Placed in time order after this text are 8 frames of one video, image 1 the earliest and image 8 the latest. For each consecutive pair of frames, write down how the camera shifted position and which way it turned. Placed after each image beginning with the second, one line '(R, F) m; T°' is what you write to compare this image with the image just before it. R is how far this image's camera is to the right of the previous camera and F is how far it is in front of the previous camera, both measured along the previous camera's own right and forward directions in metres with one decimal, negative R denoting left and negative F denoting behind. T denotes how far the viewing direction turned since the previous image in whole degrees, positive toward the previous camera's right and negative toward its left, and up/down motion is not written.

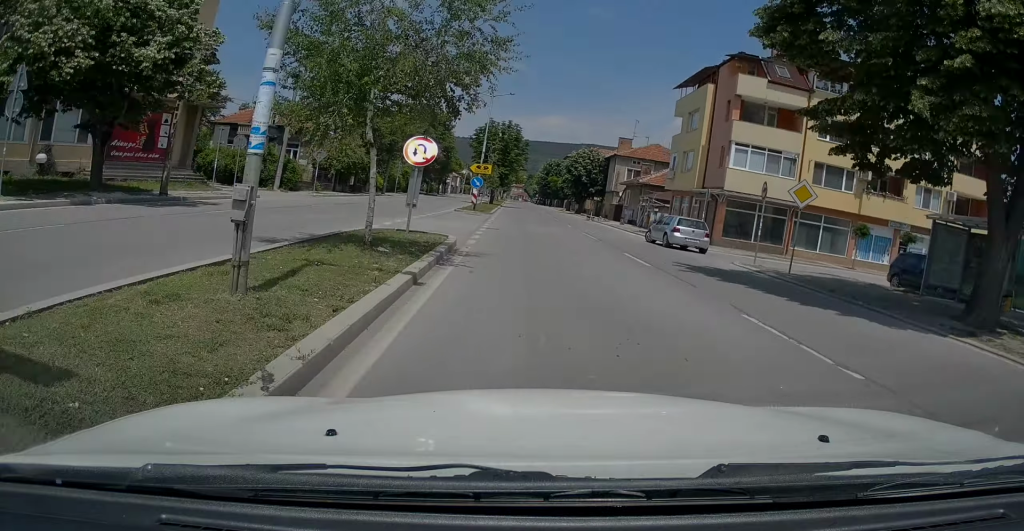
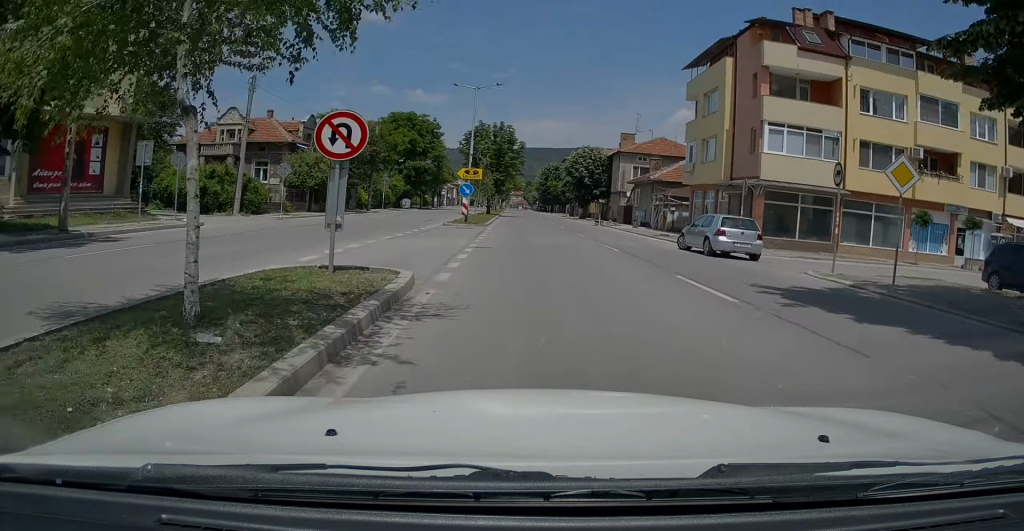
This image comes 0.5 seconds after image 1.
(0.0, +5.7) m; 0°
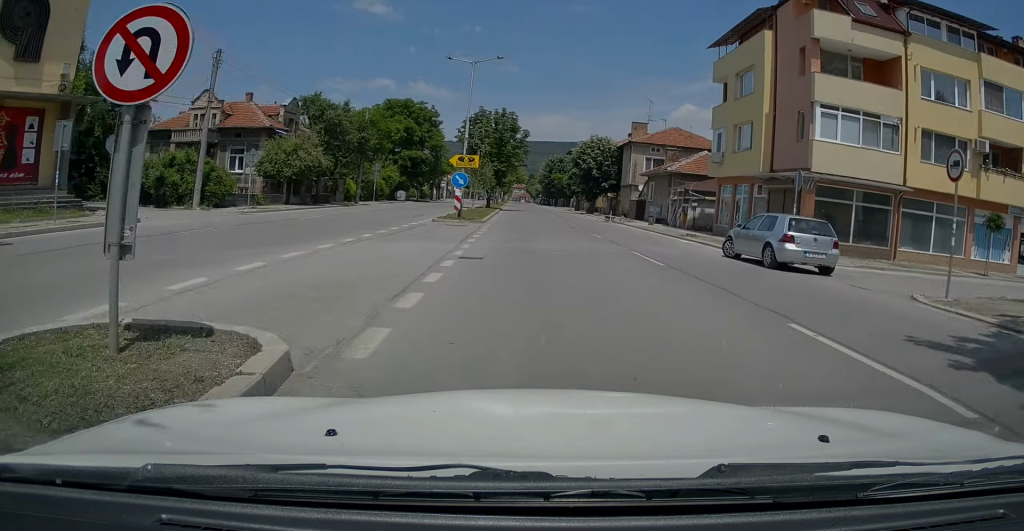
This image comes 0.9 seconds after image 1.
(0.0, +4.9) m; 0°
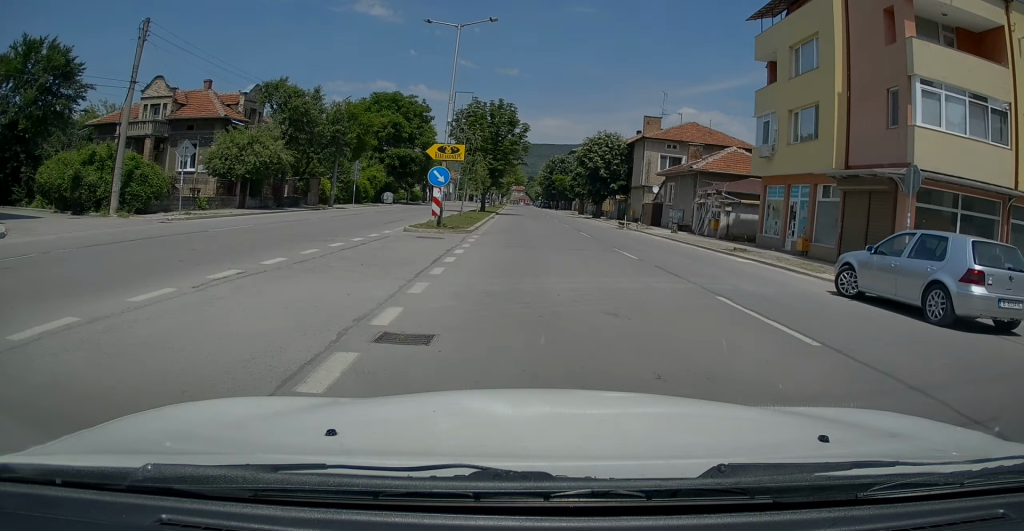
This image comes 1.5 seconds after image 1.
(+0.1, +6.8) m; 0°
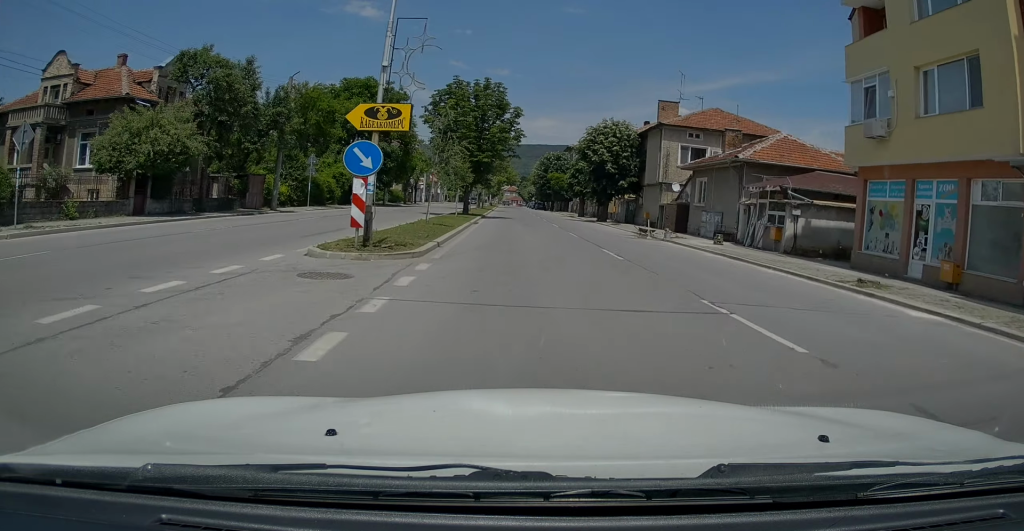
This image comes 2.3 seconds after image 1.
(0.0, +9.2) m; 0°
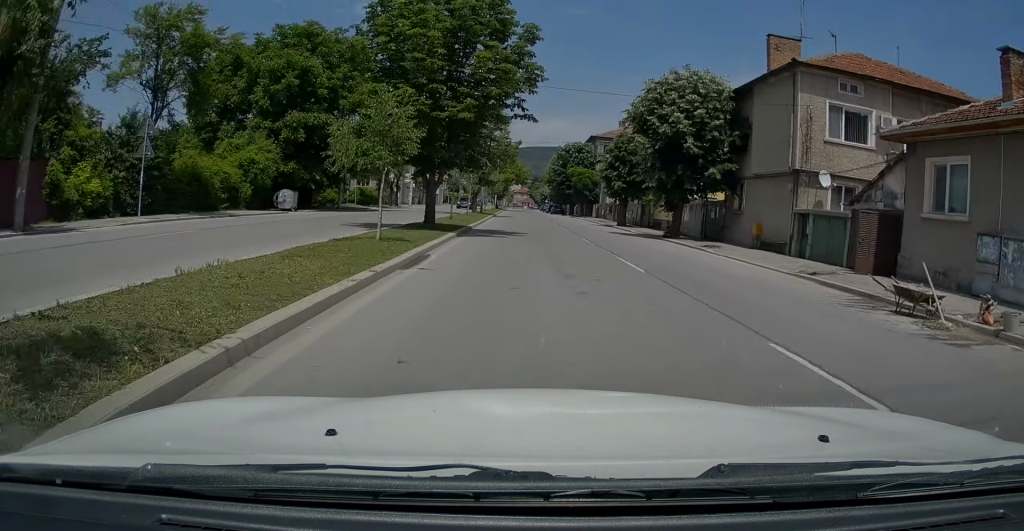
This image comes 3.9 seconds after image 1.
(+0.2, +19.5) m; 0°
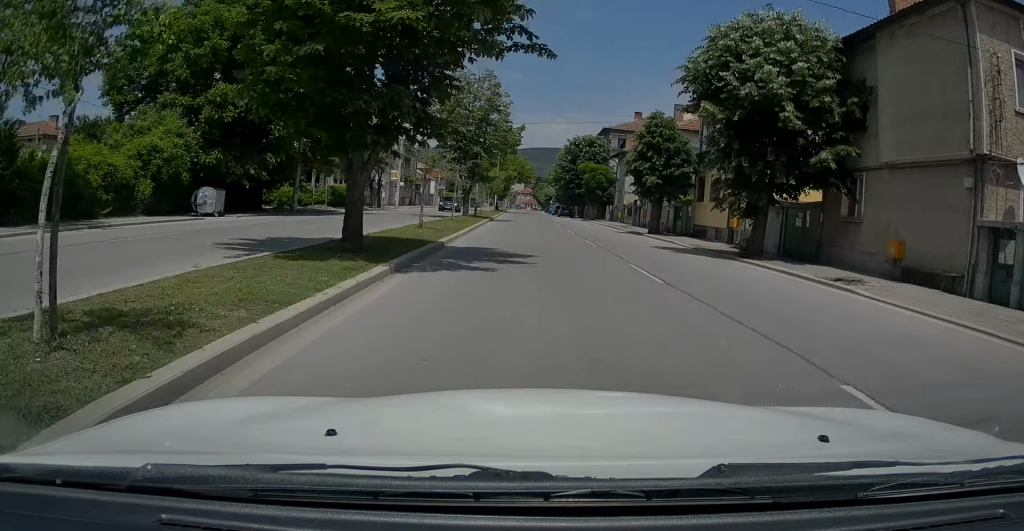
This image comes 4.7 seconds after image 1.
(-0.2, +10.0) m; -1°
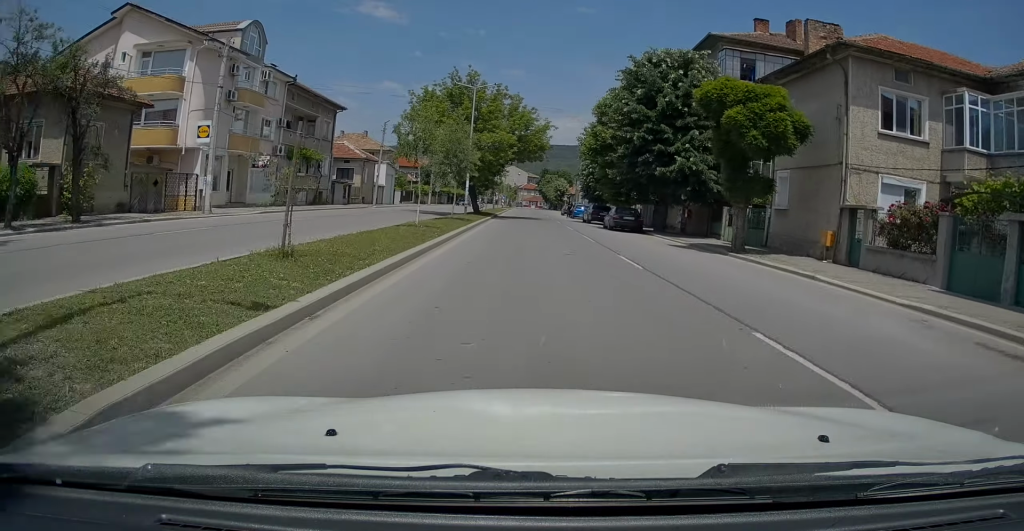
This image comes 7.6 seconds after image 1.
(-0.5, +42.0) m; -1°
